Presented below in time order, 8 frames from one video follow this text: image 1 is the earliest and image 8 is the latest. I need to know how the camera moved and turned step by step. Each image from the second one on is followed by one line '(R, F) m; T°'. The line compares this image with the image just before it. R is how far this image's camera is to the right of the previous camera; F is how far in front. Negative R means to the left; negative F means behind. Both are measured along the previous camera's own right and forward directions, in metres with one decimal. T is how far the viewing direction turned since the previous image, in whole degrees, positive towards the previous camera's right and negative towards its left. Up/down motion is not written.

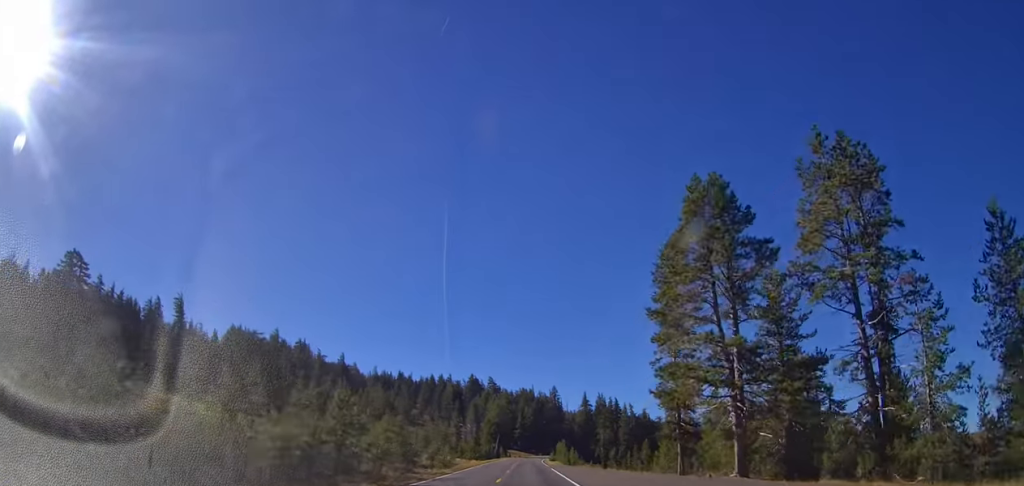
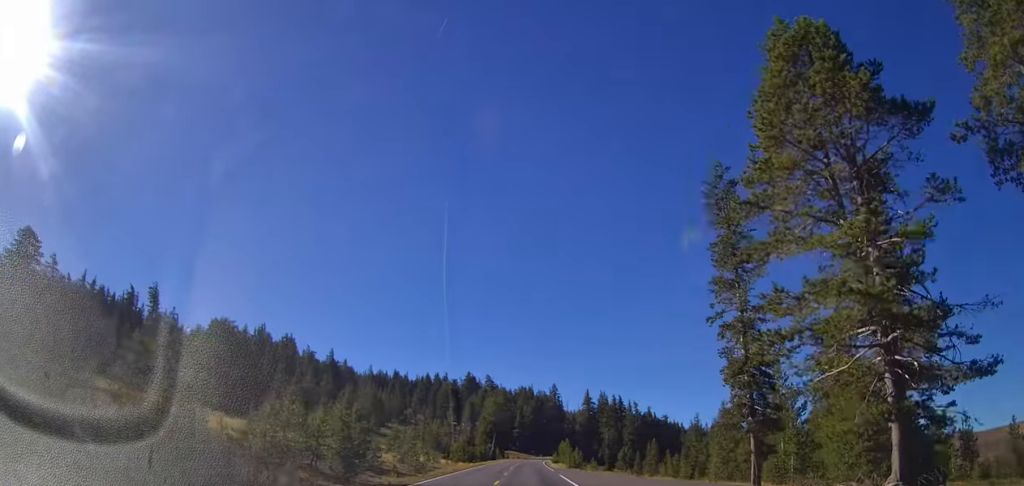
(+0.1, +14.1) m; 0°
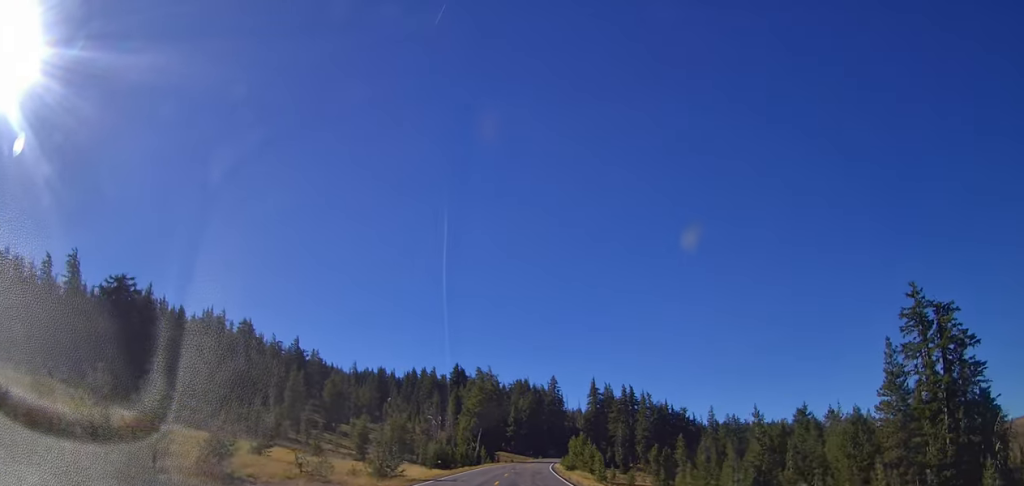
(+0.2, +35.8) m; +1°
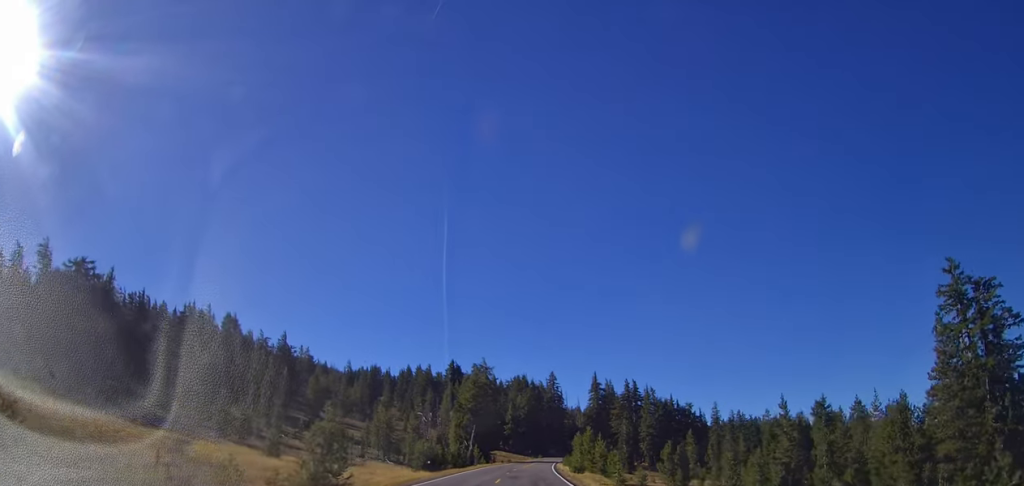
(-0.1, +10.2) m; 0°
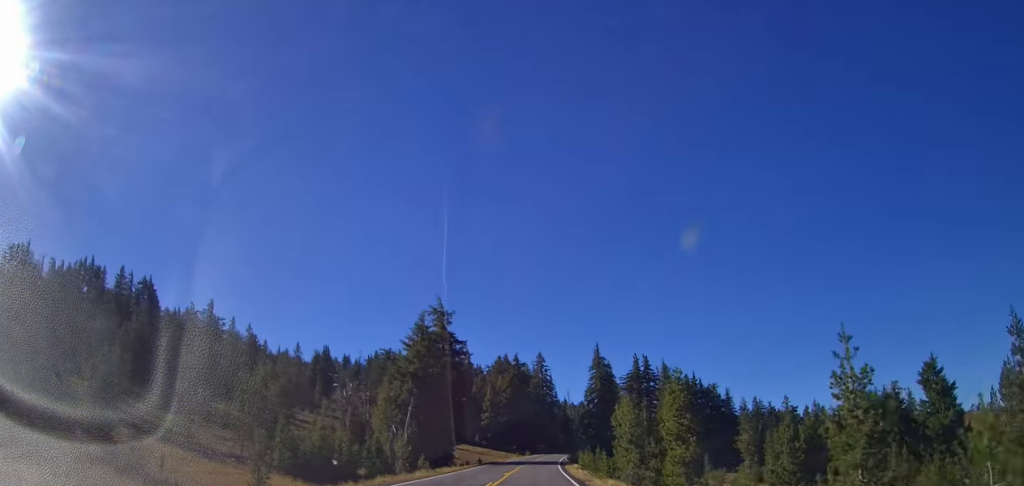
(-0.2, +44.0) m; 0°
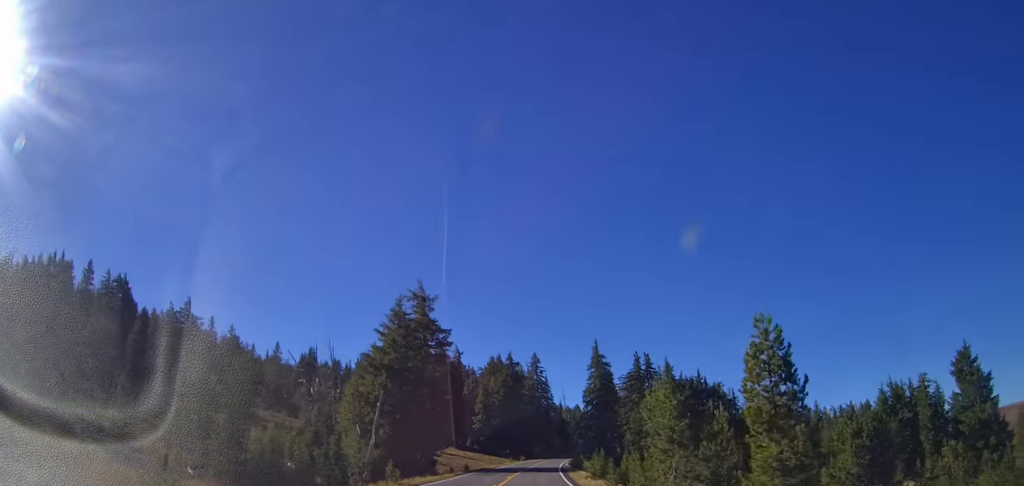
(0.0, +9.6) m; 0°
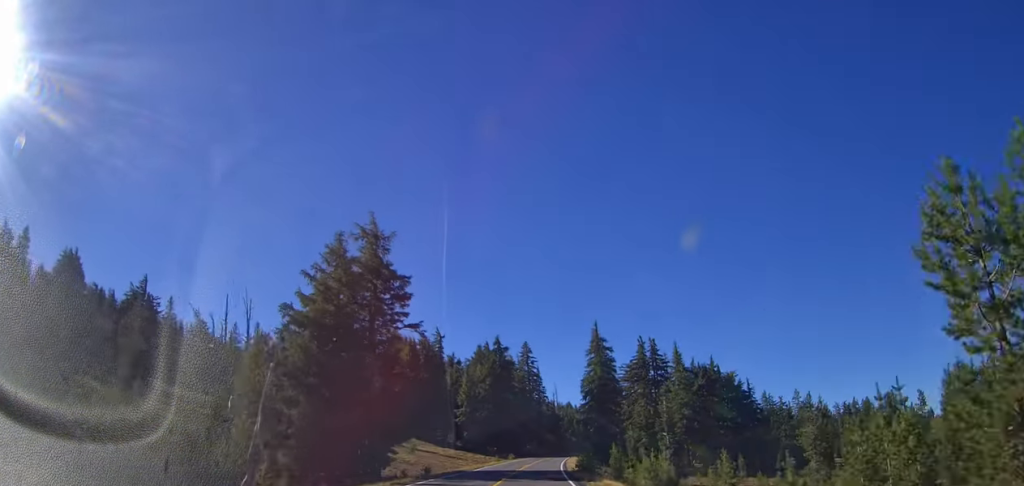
(0.0, +18.0) m; 0°
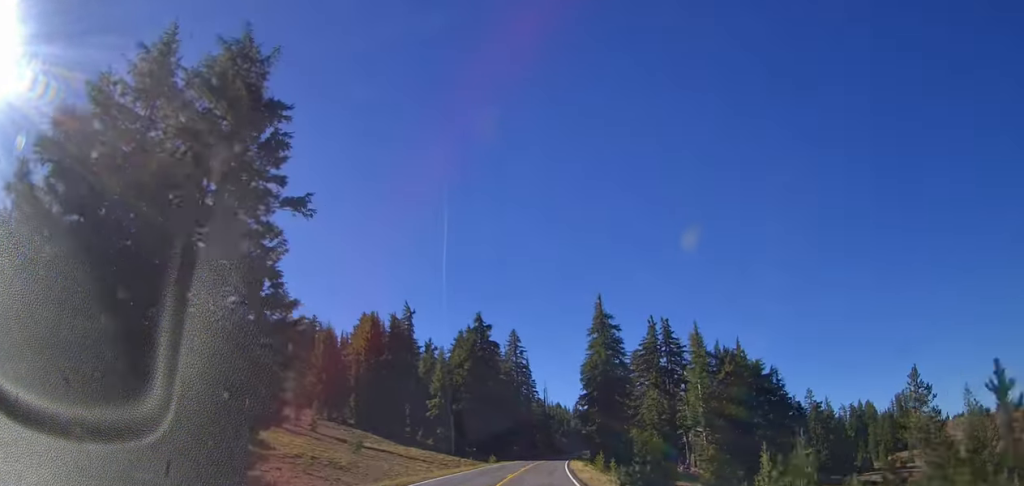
(+0.2, +23.5) m; +3°
